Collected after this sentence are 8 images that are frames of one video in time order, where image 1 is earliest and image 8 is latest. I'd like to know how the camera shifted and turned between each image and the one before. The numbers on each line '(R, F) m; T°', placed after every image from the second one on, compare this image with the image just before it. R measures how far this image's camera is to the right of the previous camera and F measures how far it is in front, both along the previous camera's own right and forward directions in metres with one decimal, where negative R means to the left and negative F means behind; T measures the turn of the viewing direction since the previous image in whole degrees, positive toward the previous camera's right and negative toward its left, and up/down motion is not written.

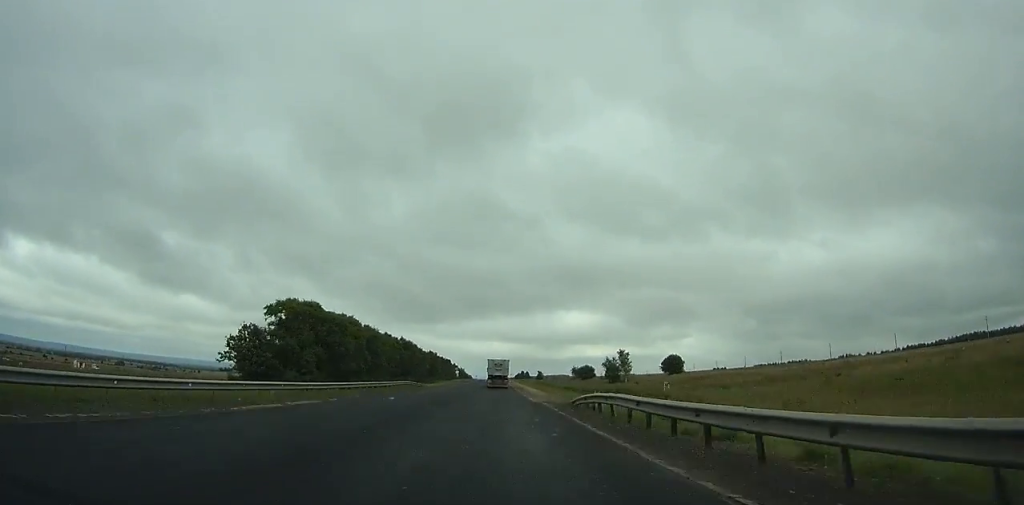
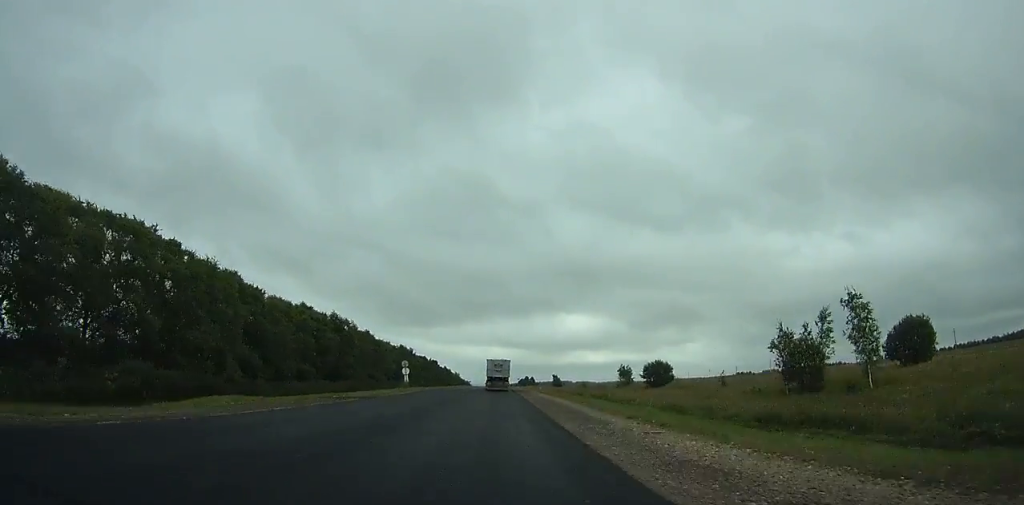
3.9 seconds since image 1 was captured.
(+0.4, +95.0) m; 0°
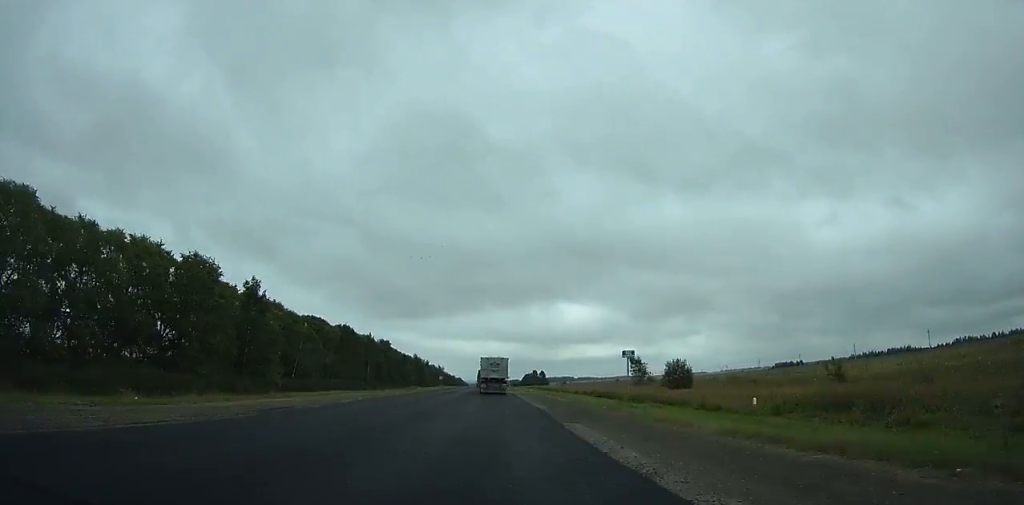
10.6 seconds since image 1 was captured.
(-1.8, +156.6) m; -1°
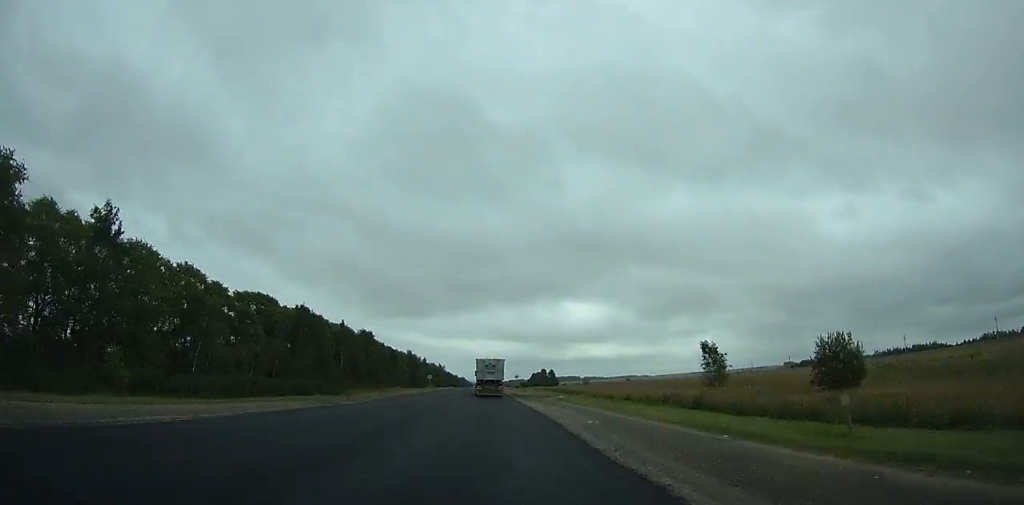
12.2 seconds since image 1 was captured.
(+0.2, +35.8) m; 0°
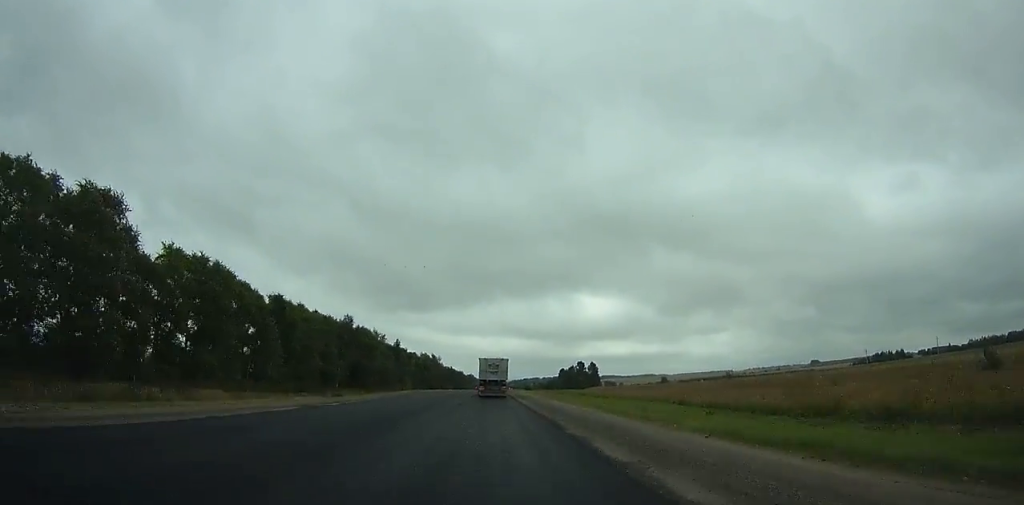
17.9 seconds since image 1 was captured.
(-1.3, +125.7) m; -1°
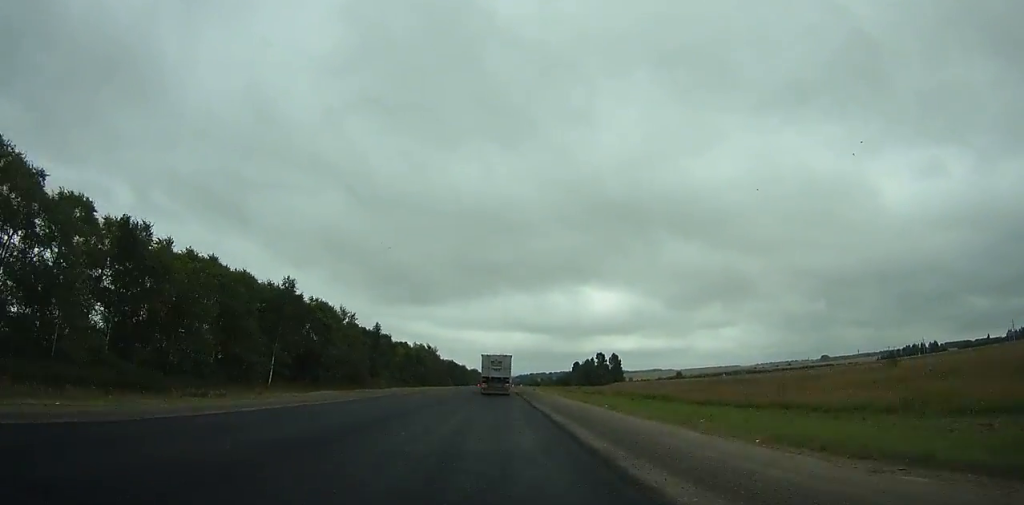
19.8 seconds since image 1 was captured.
(0.0, +41.7) m; 0°
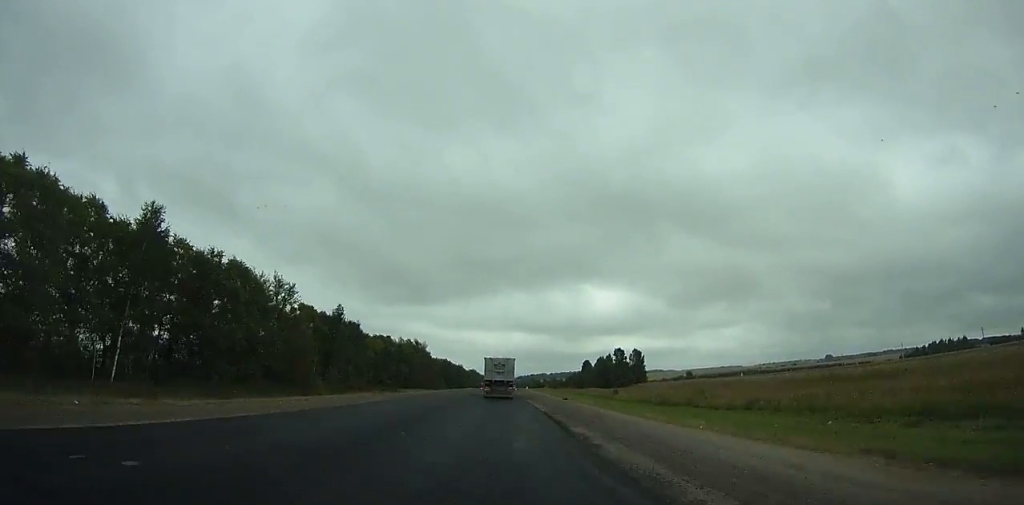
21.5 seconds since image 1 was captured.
(-0.1, +37.4) m; 0°
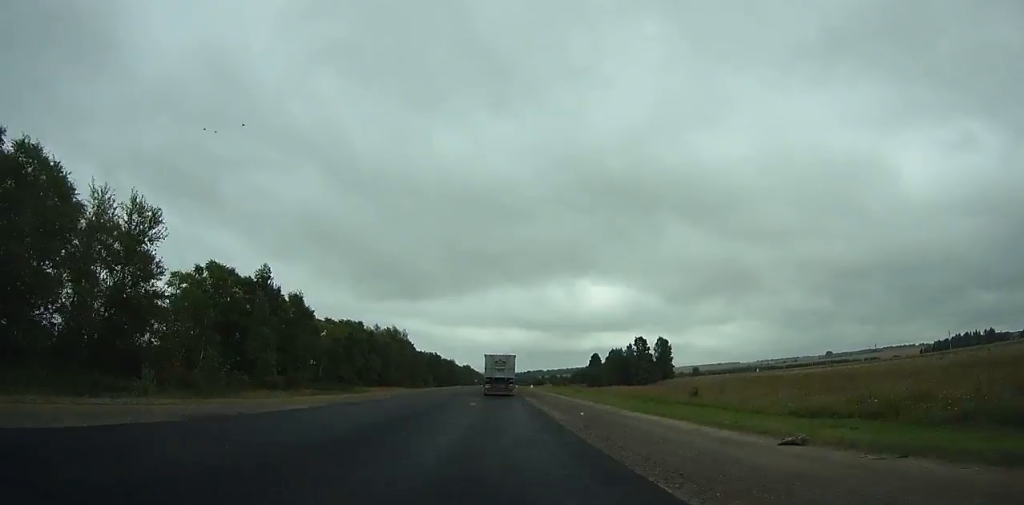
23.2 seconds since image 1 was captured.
(0.0, +37.4) m; 0°
